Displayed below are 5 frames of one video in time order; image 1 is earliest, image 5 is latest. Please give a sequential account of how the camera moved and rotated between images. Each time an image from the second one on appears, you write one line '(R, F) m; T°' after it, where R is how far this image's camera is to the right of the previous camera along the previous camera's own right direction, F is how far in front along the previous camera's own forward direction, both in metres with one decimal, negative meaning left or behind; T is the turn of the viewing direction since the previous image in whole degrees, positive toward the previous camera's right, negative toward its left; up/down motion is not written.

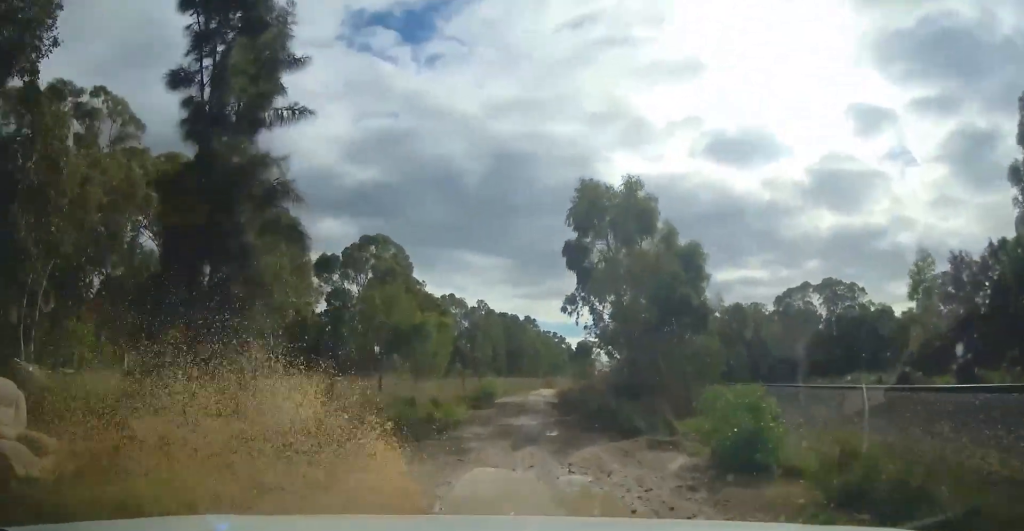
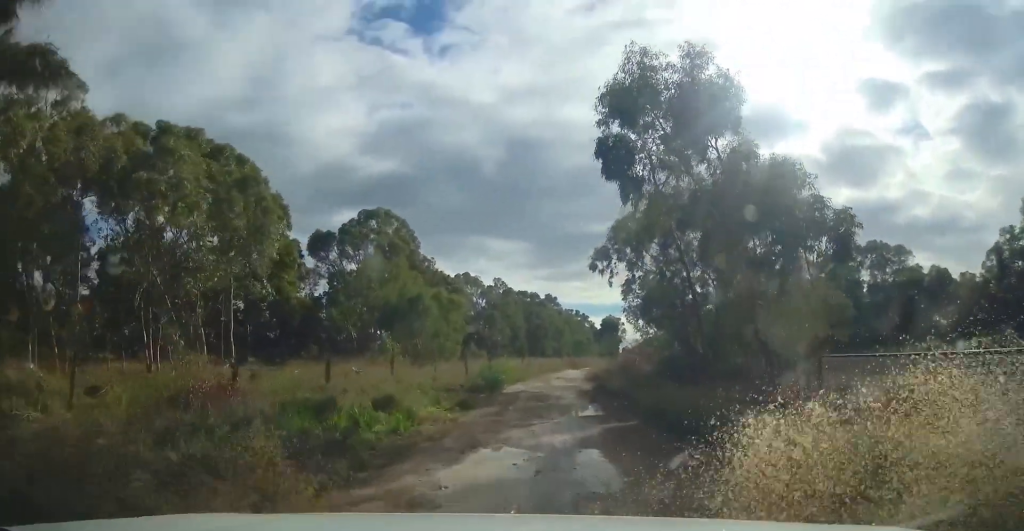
(-0.5, +8.7) m; -6°
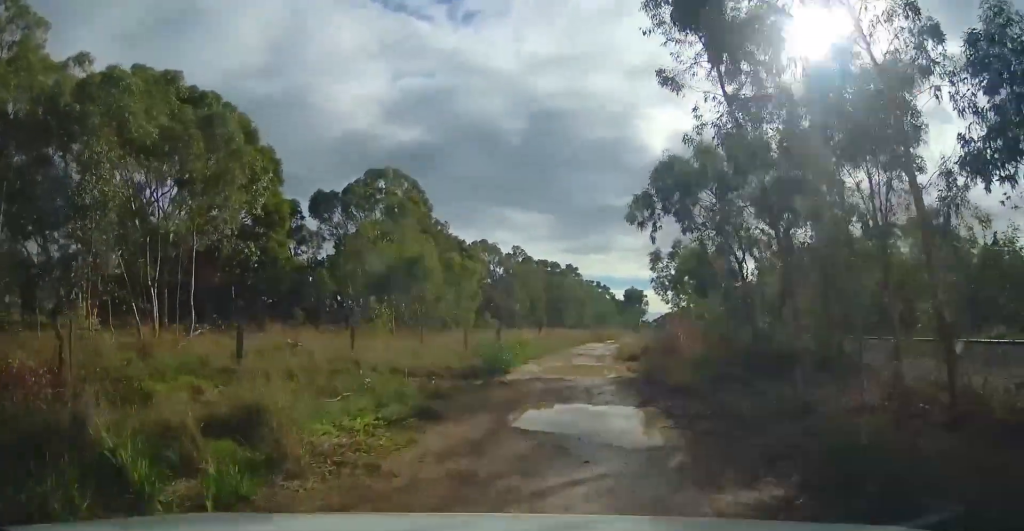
(0.0, +6.2) m; +4°
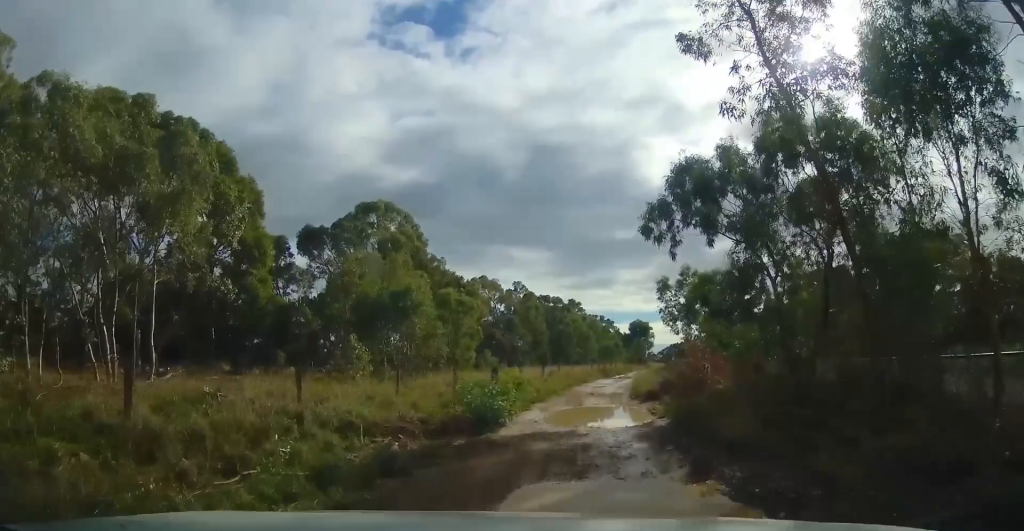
(+0.2, +3.5) m; +2°
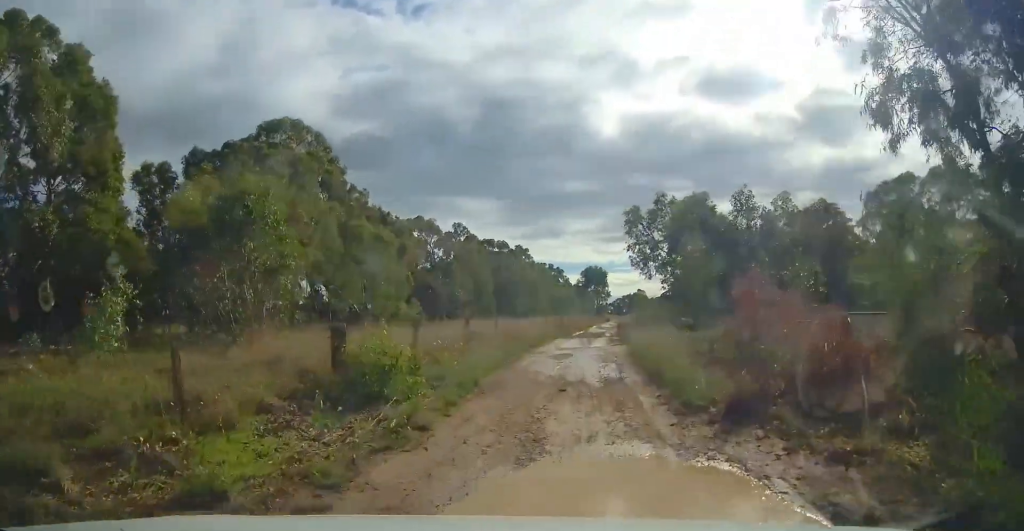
(+0.5, +12.4) m; +5°
